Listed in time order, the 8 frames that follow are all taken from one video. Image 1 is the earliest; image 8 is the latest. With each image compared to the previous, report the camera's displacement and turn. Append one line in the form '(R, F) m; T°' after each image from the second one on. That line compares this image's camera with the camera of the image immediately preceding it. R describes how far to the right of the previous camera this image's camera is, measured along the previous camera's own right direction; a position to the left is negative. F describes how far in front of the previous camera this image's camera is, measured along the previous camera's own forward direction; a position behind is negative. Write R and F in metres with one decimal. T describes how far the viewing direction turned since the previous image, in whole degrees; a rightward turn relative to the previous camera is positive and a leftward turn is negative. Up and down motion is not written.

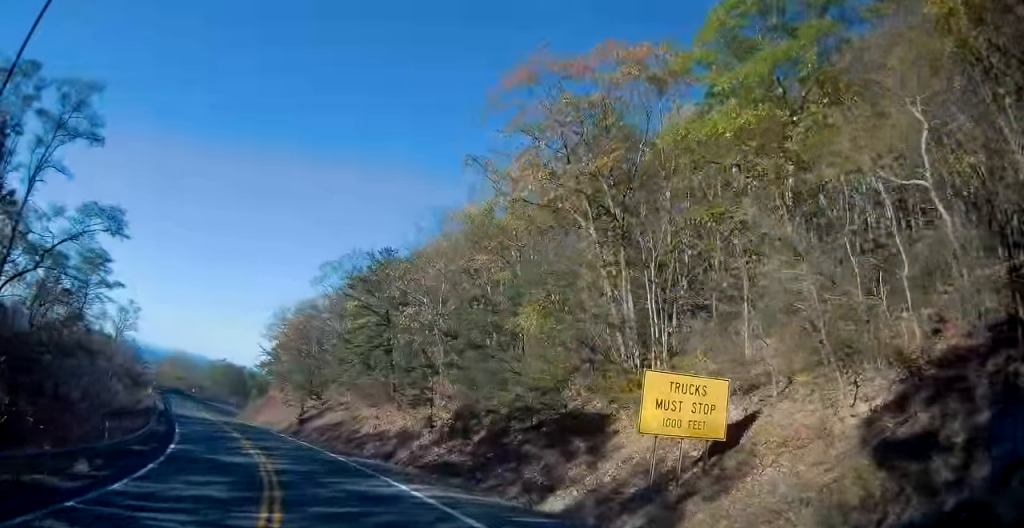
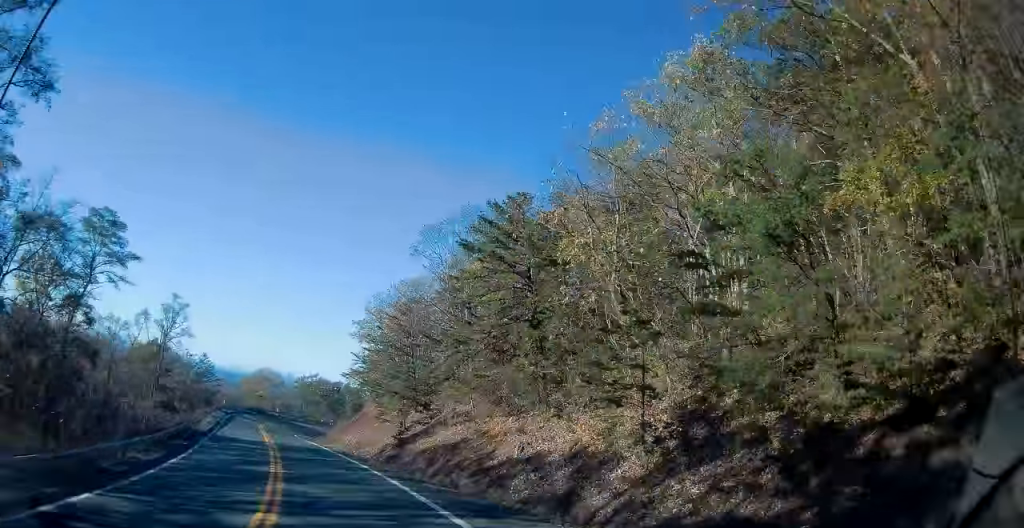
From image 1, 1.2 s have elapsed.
(-0.9, +15.2) m; -7°
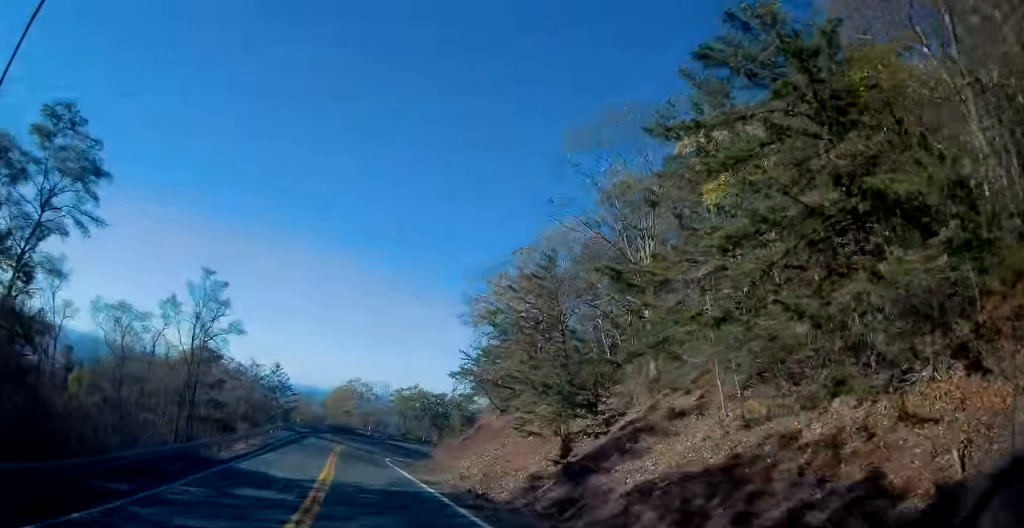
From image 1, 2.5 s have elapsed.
(-1.4, +16.7) m; -10°
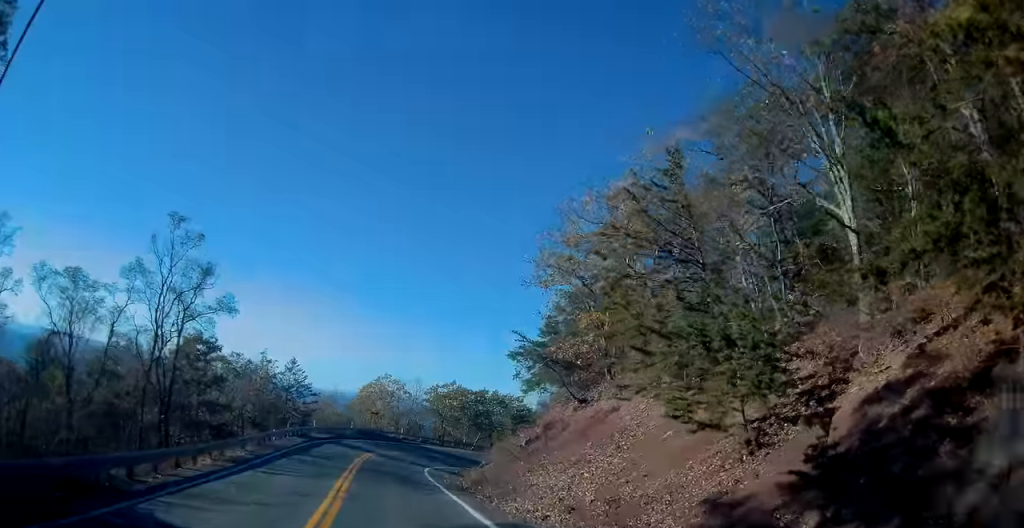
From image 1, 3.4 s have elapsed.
(-0.8, +11.9) m; -6°
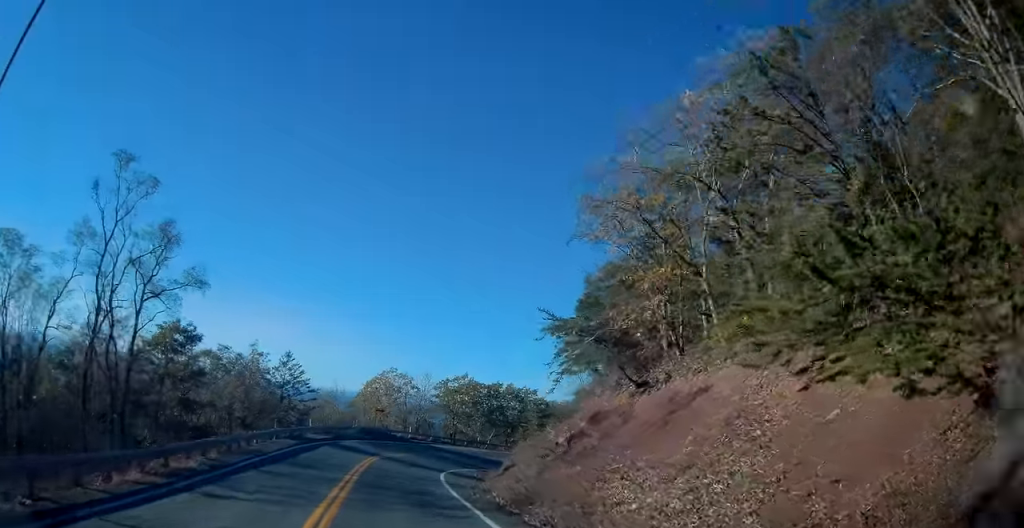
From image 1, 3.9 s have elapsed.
(-0.3, +7.4) m; -2°
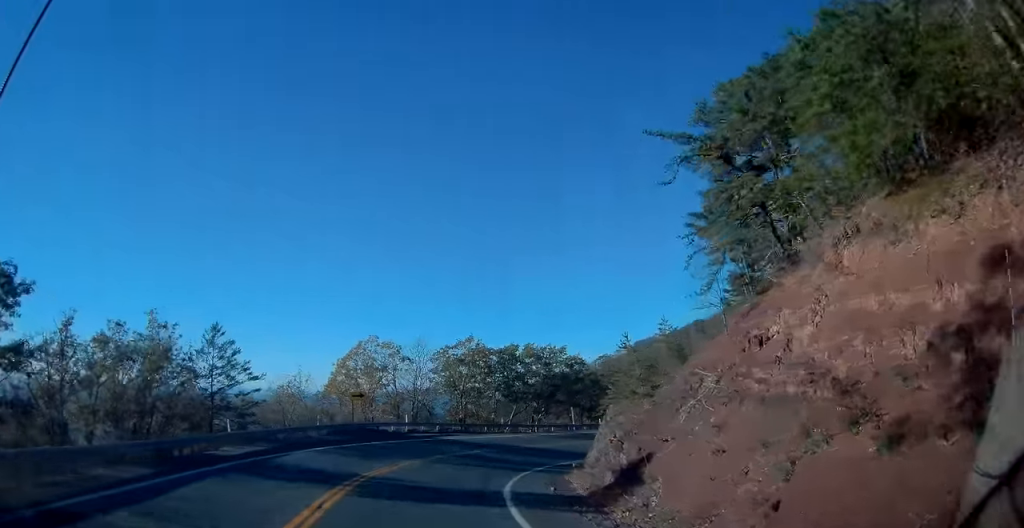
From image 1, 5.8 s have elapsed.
(-0.5, +23.1) m; 0°
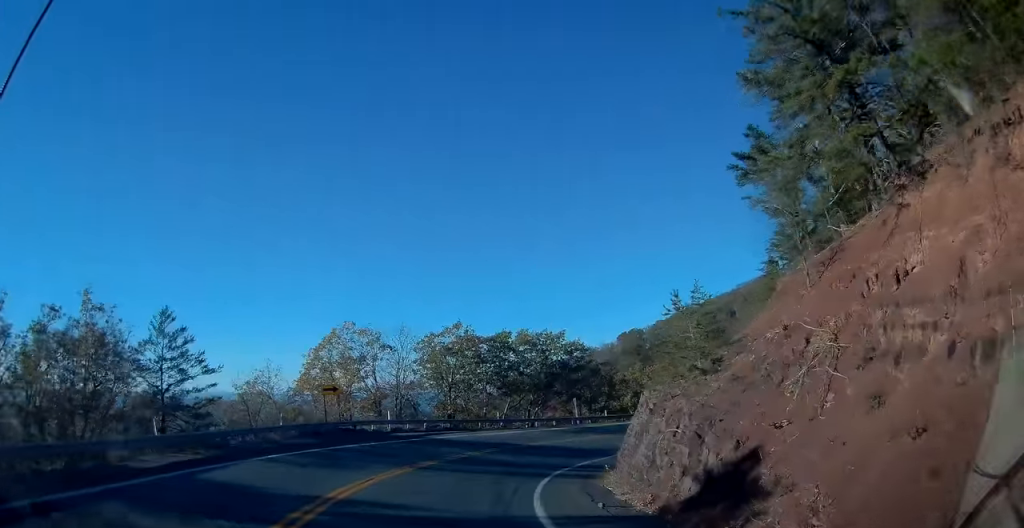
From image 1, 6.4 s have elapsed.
(0.0, +7.0) m; +2°
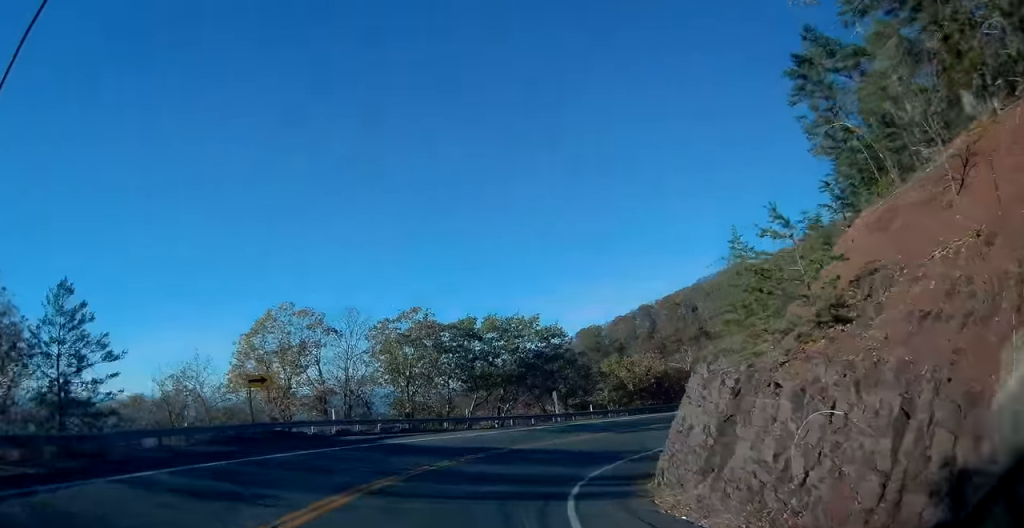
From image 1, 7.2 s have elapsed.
(+0.3, +8.5) m; +3°
